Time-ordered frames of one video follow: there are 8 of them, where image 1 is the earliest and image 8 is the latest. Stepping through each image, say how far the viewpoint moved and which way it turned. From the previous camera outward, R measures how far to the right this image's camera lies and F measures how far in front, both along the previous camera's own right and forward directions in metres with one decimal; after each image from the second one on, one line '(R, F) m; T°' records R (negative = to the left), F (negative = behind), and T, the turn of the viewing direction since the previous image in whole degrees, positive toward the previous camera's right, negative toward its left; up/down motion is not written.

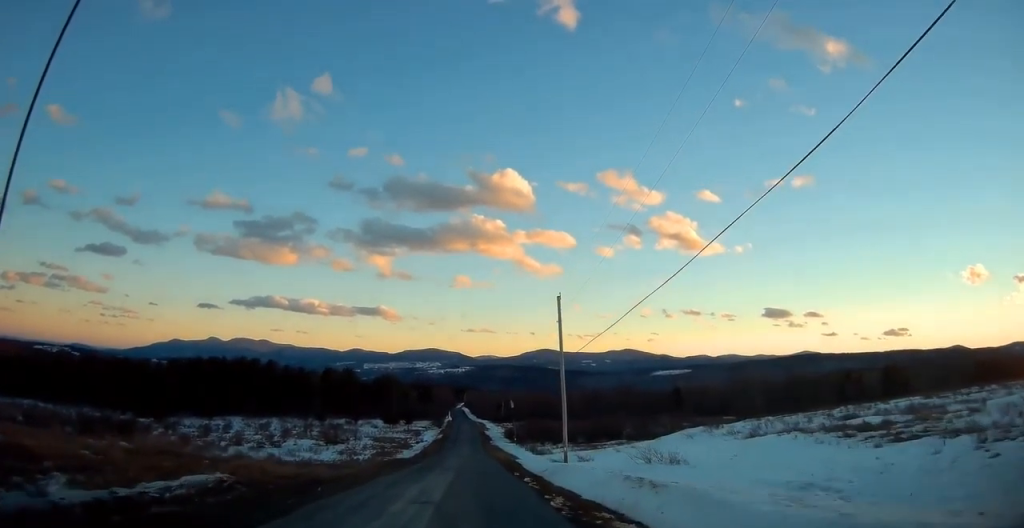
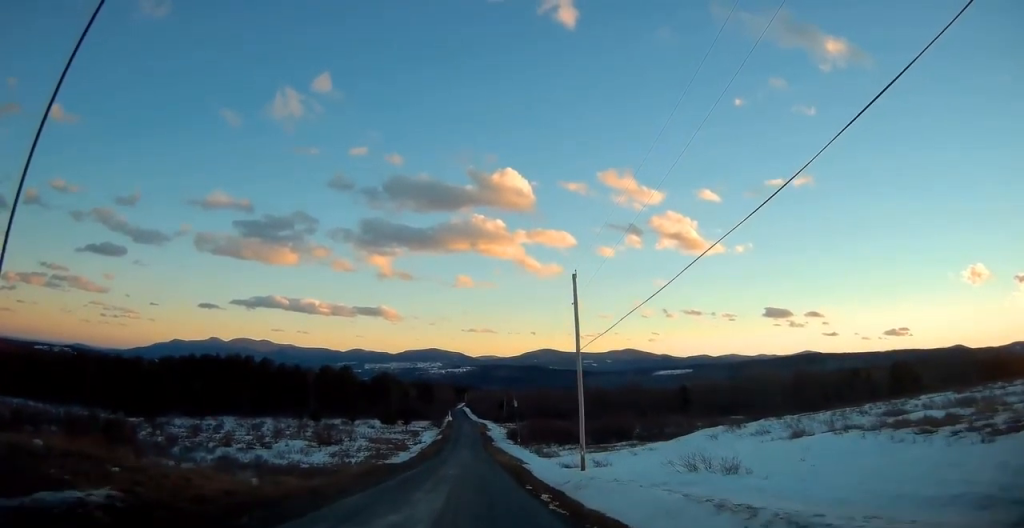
(-0.1, +6.0) m; 0°
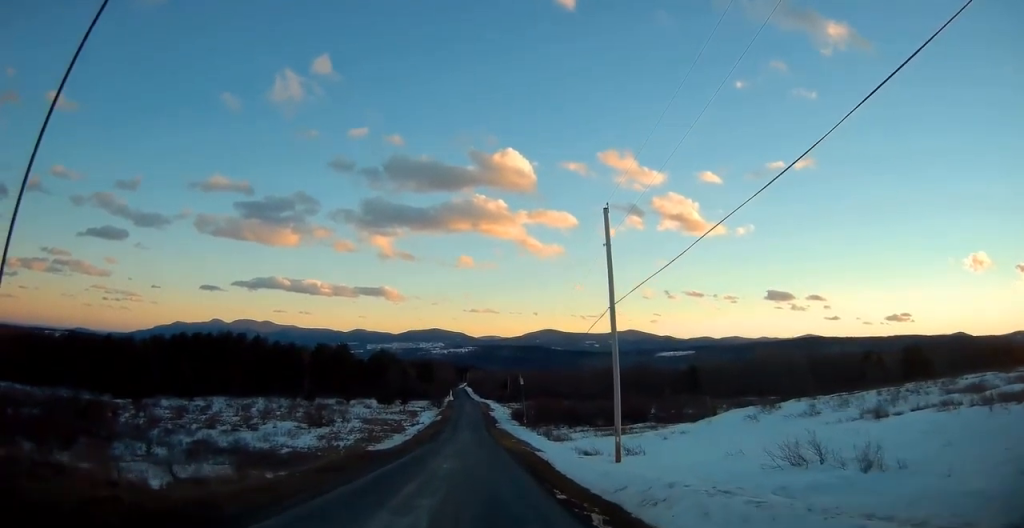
(-0.2, +7.9) m; 0°
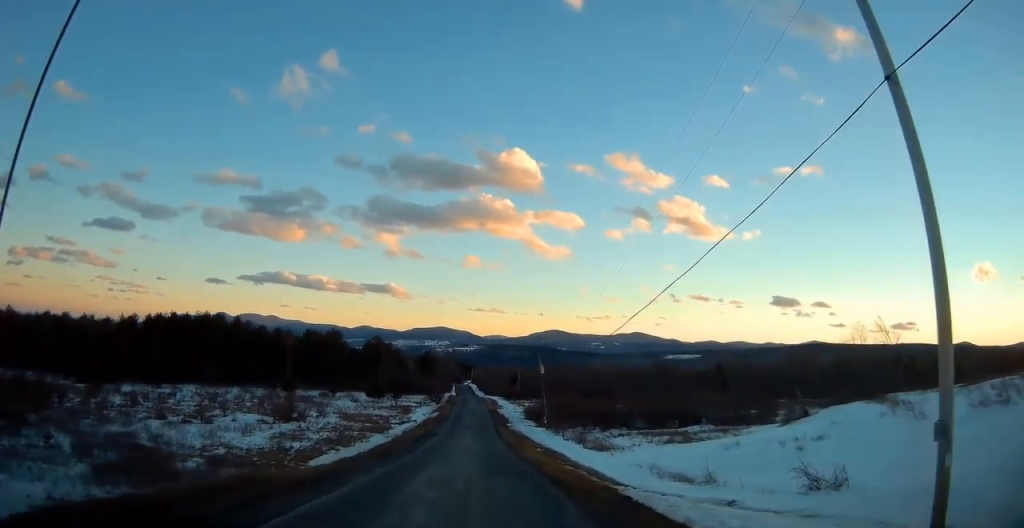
(+0.3, +18.9) m; +1°
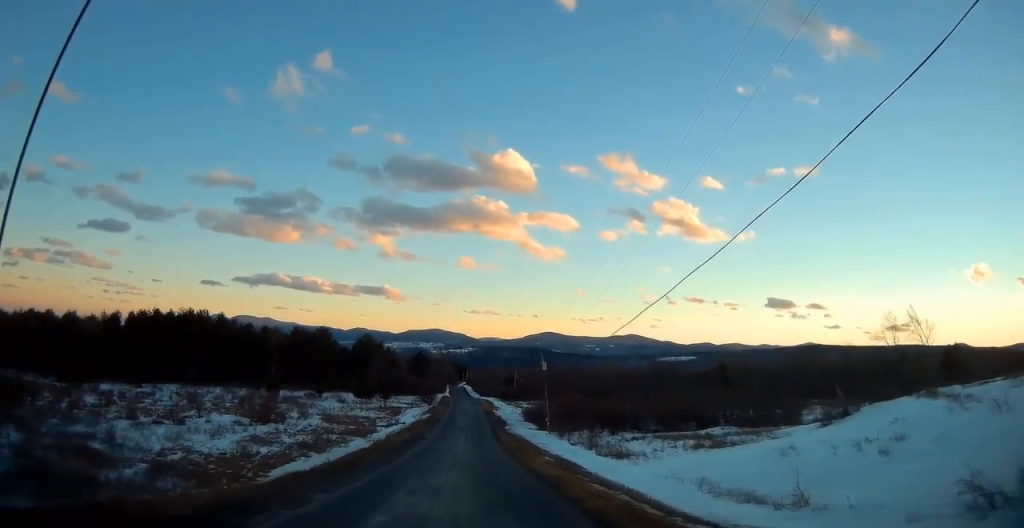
(0.0, +6.9) m; 0°
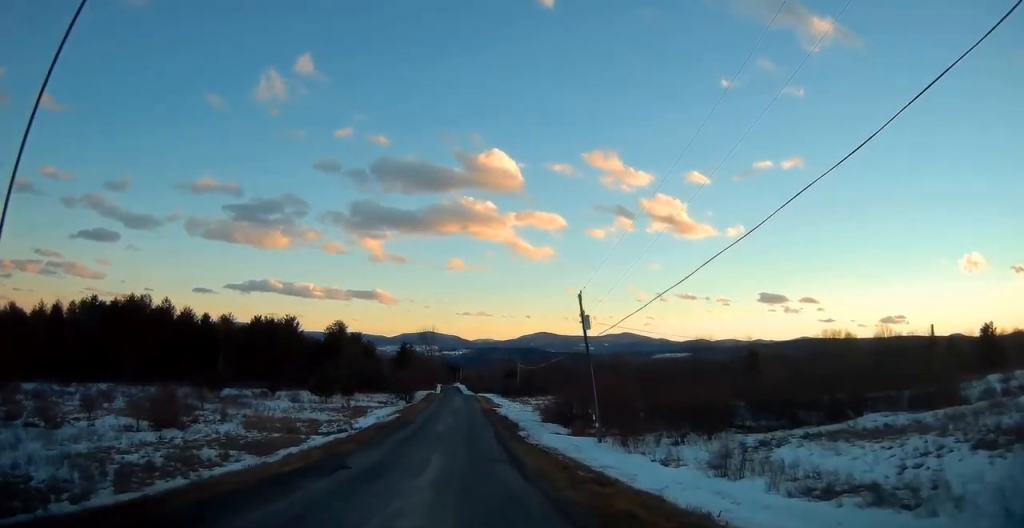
(0.0, +25.6) m; 0°
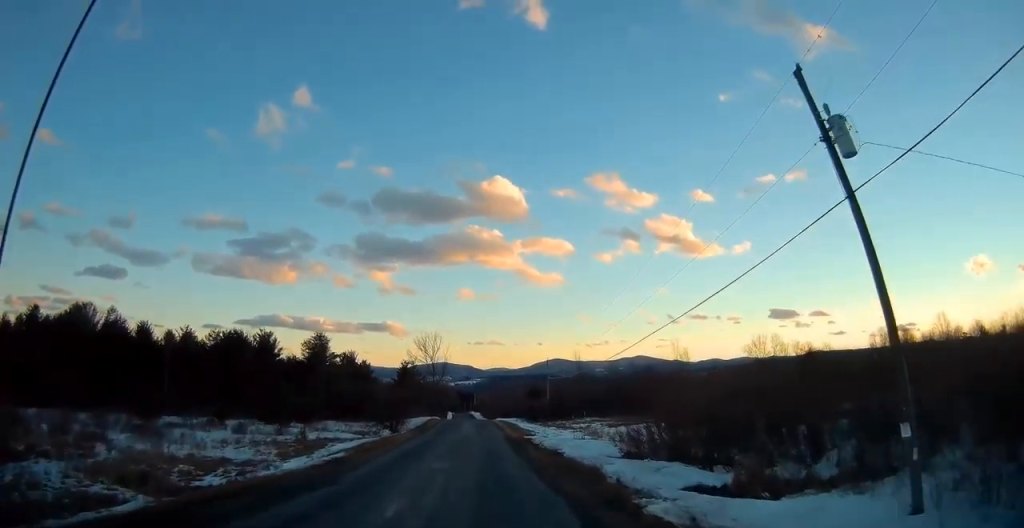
(+0.2, +25.3) m; 0°
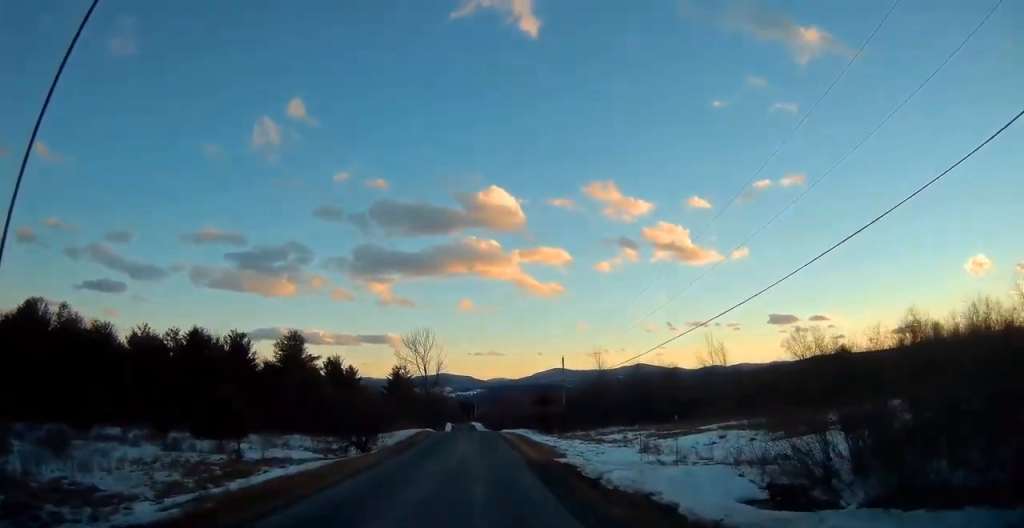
(-0.4, +14.9) m; -1°
